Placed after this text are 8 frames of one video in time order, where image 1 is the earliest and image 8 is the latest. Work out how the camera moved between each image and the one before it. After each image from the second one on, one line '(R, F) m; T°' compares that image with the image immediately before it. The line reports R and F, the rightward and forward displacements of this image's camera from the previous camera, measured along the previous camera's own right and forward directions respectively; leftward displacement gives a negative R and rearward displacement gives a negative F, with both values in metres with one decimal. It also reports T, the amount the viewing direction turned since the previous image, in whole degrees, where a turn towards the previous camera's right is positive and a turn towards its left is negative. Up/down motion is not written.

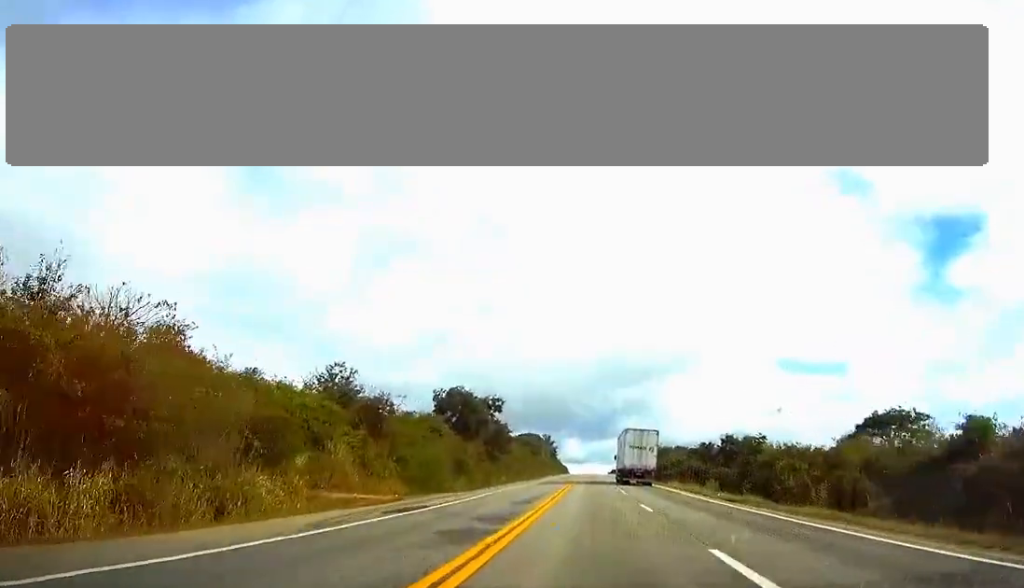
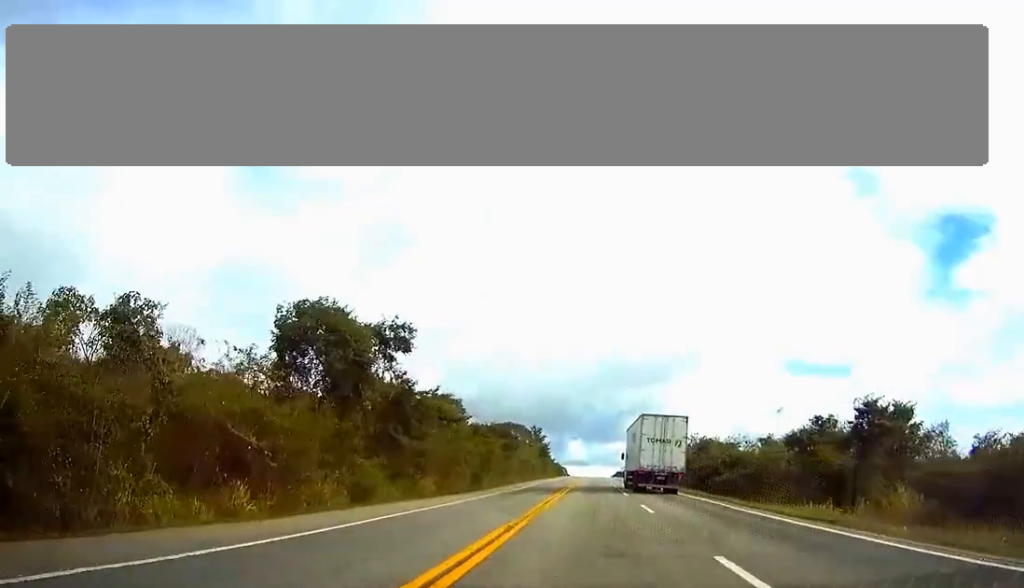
(+0.2, +51.7) m; 0°
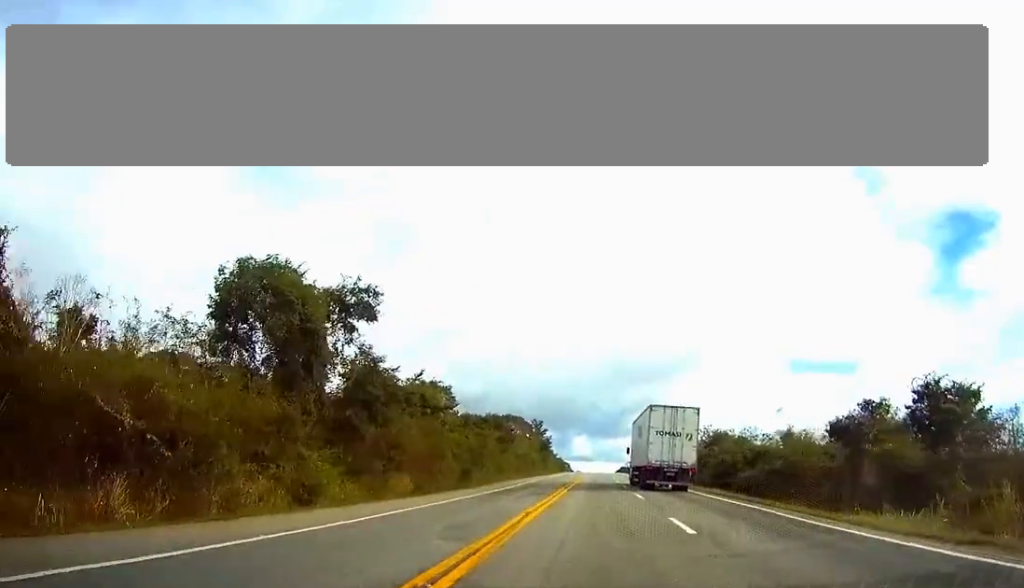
(0.0, +9.1) m; 0°
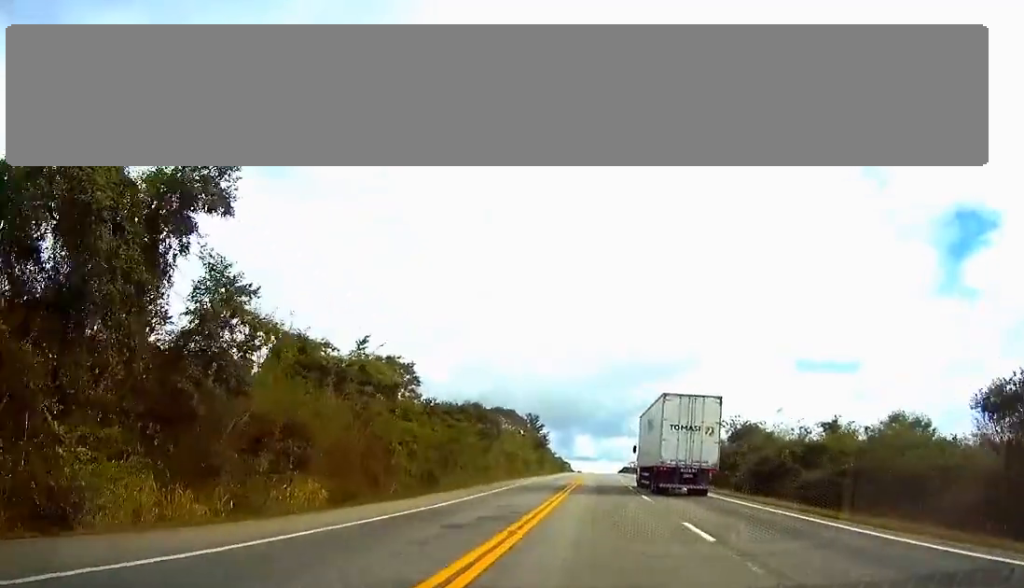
(0.0, +18.2) m; 0°
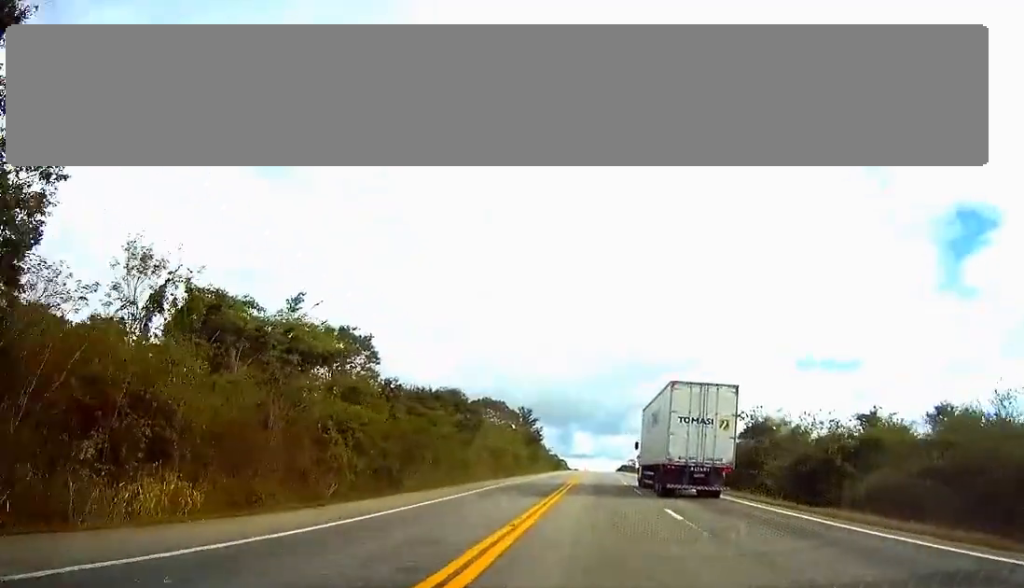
(0.0, +12.1) m; 0°
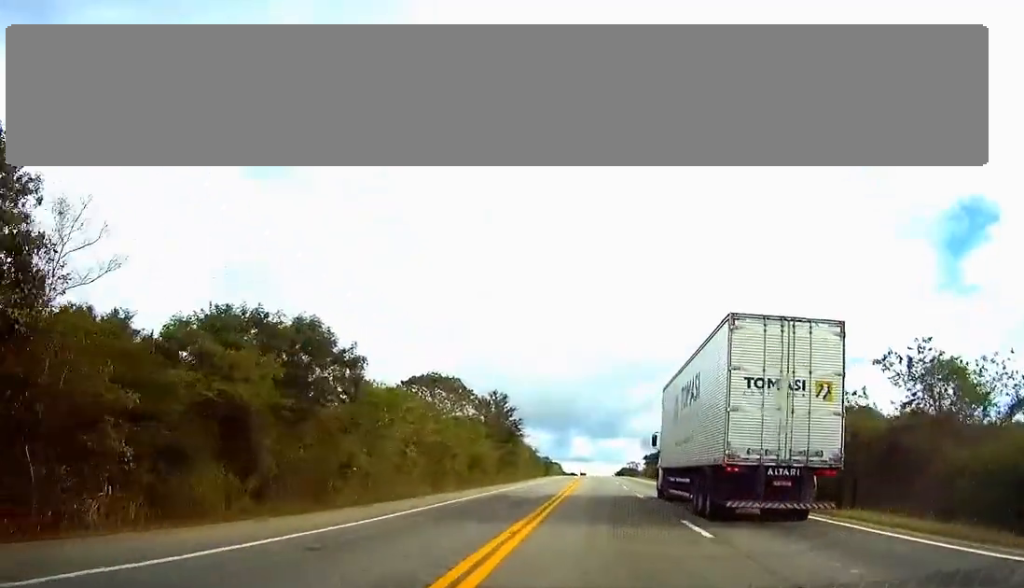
(0.0, +37.2) m; 0°
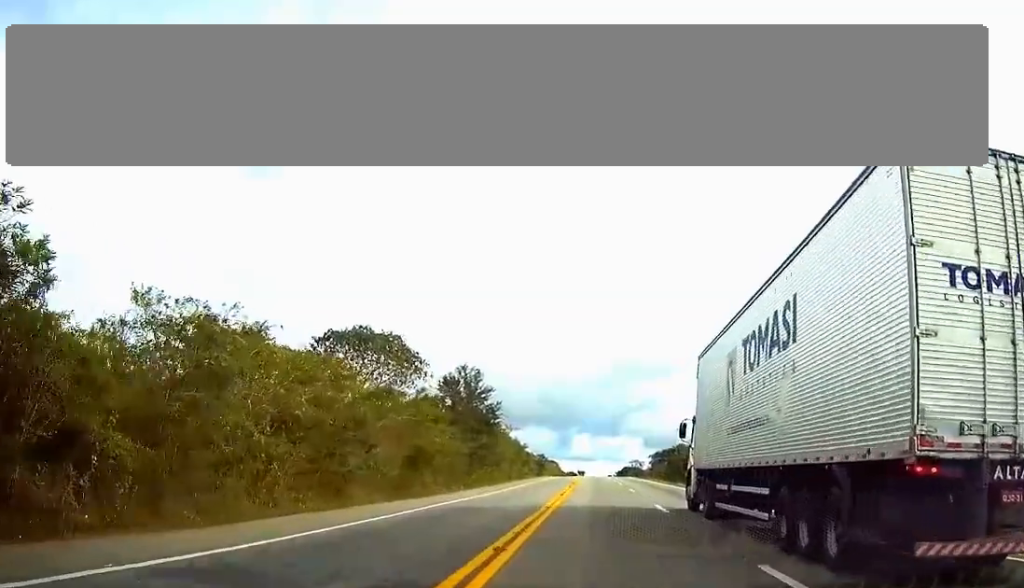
(0.0, +26.1) m; 0°
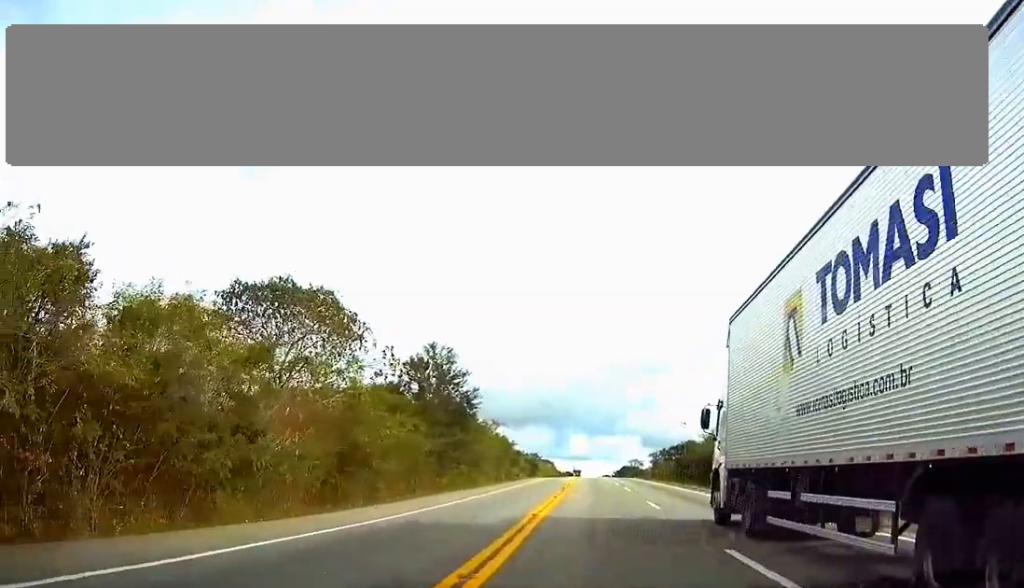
(0.0, +14.7) m; 0°
